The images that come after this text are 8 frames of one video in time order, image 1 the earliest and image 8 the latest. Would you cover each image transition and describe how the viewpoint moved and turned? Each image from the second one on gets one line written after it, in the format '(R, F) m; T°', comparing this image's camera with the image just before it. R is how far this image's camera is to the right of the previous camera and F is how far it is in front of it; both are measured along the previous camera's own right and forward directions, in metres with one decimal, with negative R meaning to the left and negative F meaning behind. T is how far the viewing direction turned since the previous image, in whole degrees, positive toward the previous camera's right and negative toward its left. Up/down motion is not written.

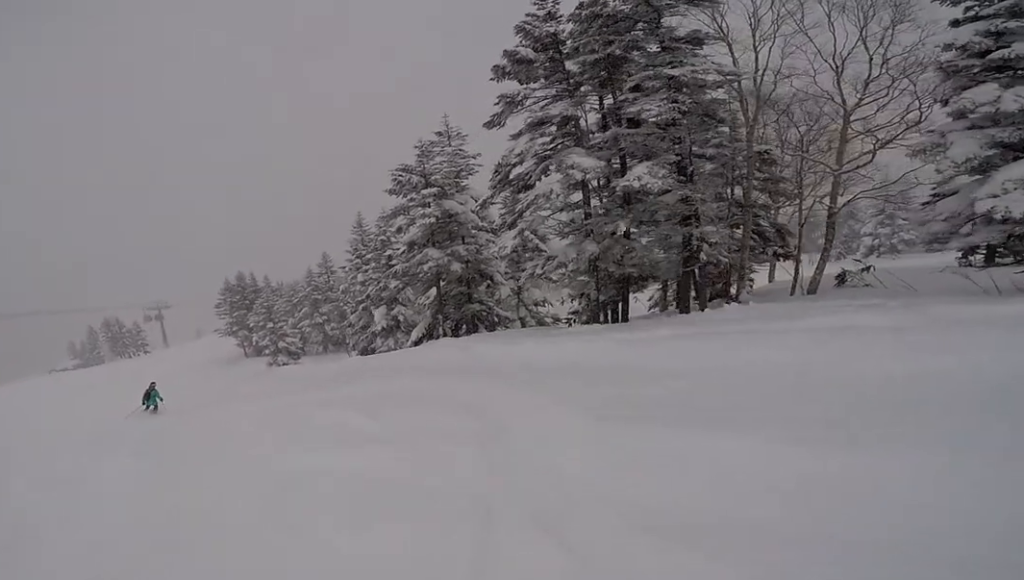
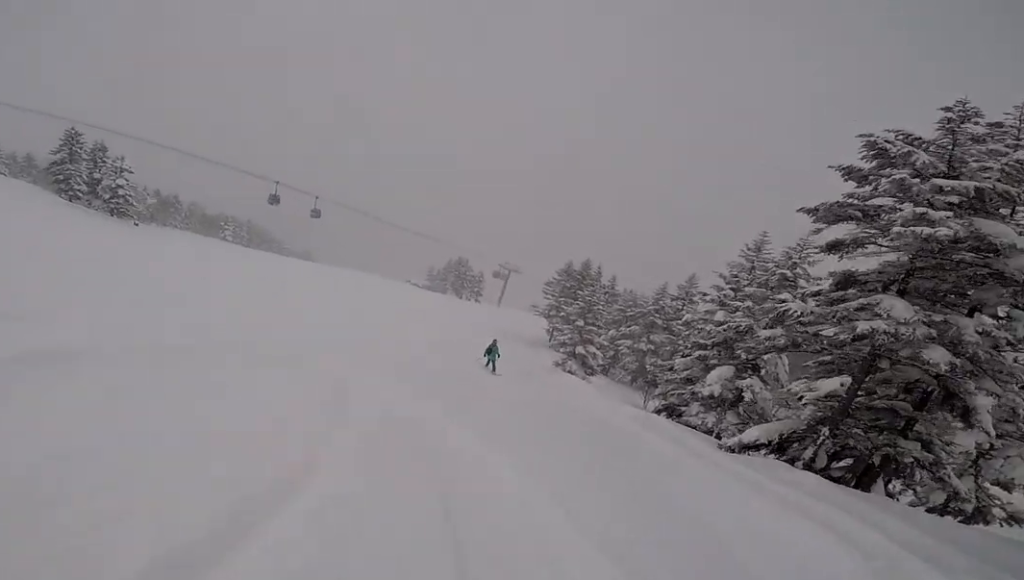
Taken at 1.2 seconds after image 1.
(+0.4, +6.1) m; -18°
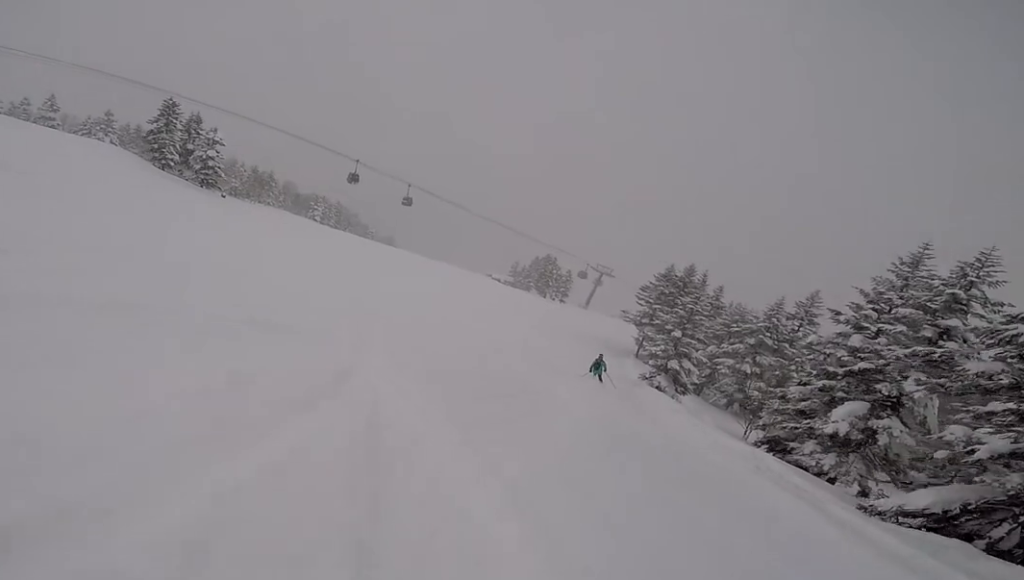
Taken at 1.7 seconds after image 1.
(-1.0, +2.1) m; -8°
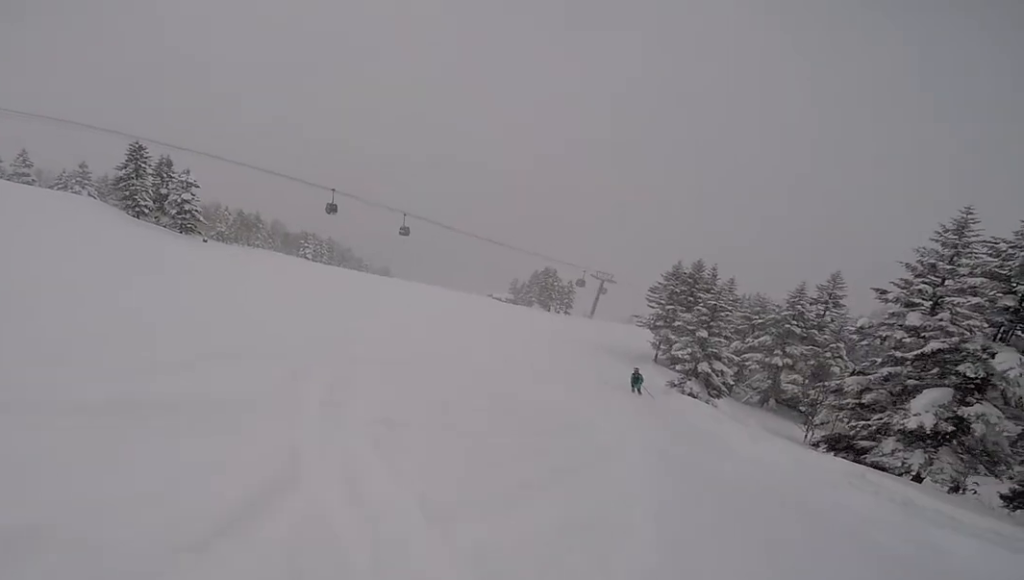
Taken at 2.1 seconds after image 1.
(-0.4, +2.2) m; -3°
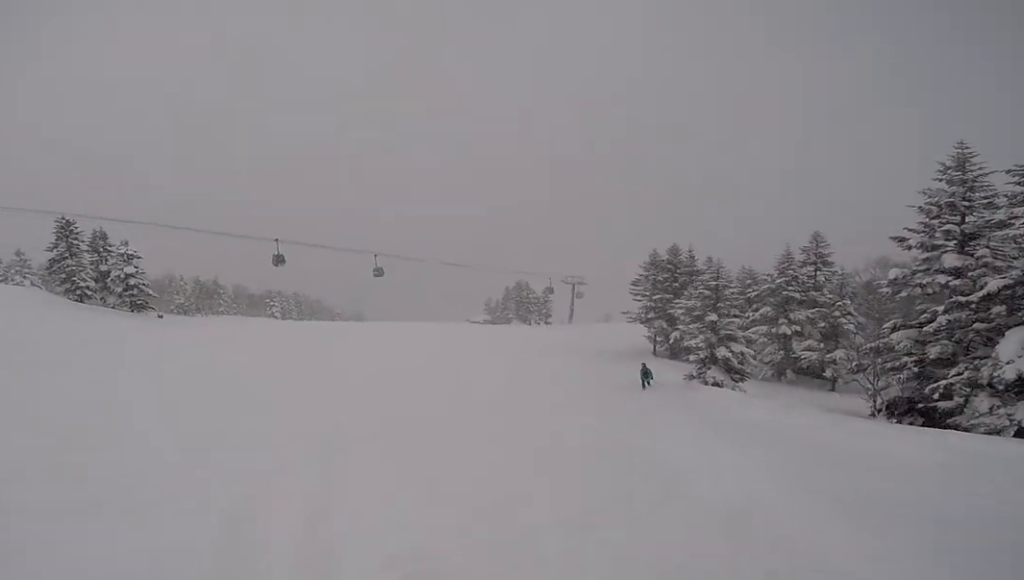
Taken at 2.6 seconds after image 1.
(+0.4, +2.7) m; +7°
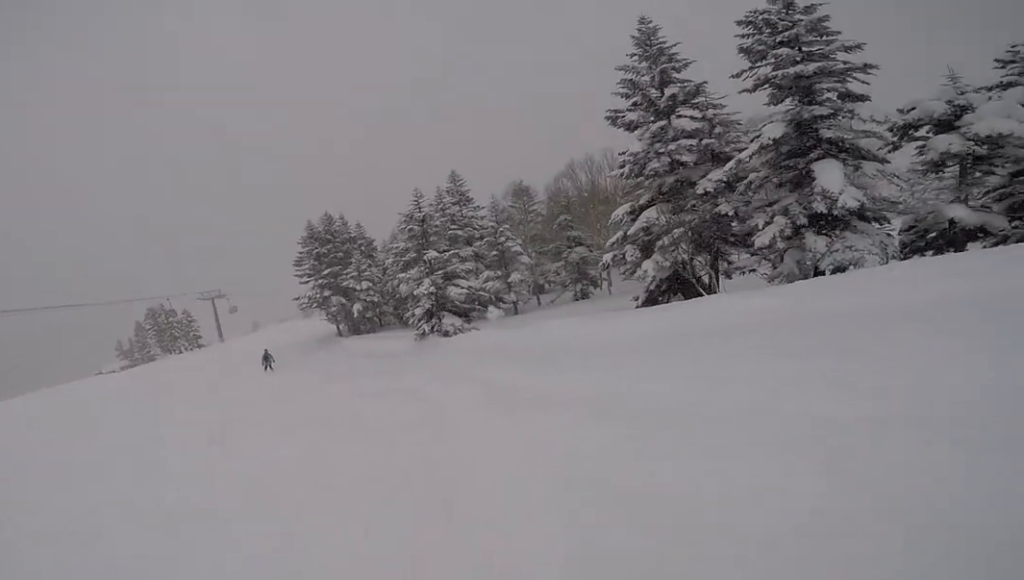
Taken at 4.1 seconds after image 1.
(+1.5, +8.7) m; +17°
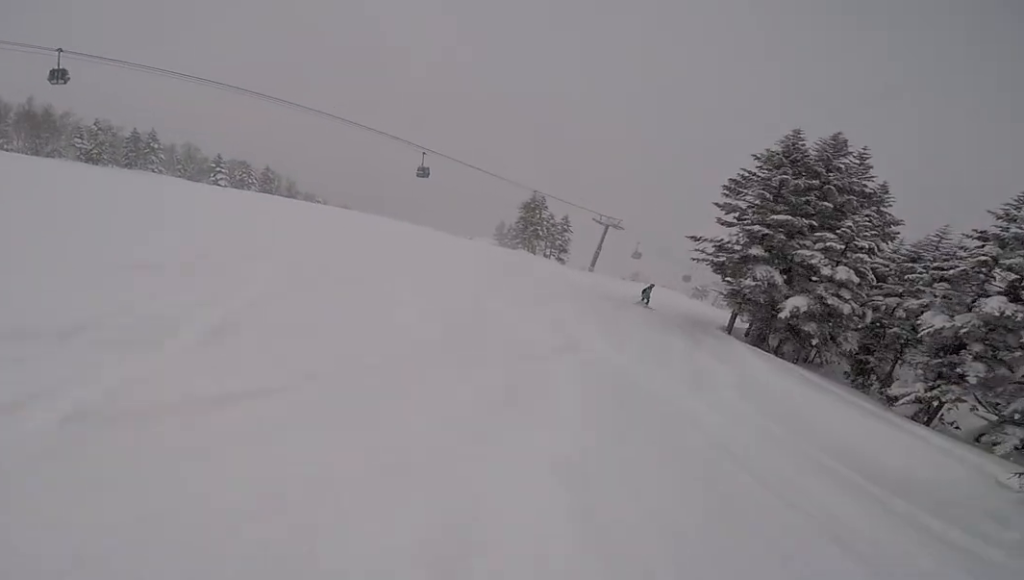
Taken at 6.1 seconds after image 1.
(-3.4, +12.1) m; -25°
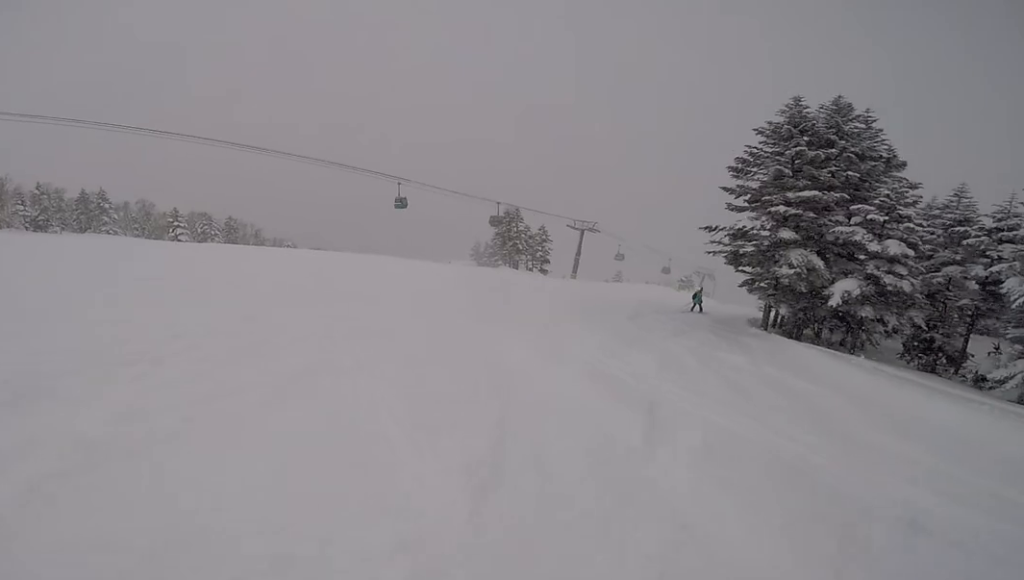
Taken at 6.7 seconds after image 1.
(+0.8, +3.4) m; 0°
